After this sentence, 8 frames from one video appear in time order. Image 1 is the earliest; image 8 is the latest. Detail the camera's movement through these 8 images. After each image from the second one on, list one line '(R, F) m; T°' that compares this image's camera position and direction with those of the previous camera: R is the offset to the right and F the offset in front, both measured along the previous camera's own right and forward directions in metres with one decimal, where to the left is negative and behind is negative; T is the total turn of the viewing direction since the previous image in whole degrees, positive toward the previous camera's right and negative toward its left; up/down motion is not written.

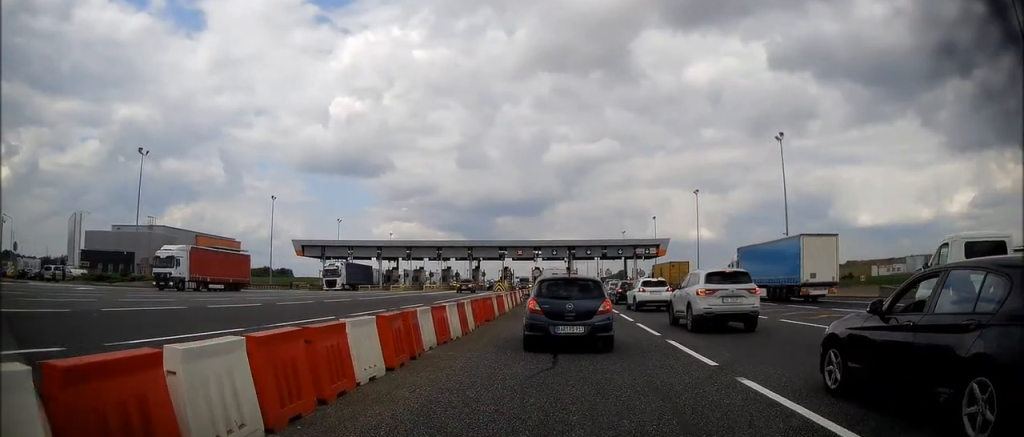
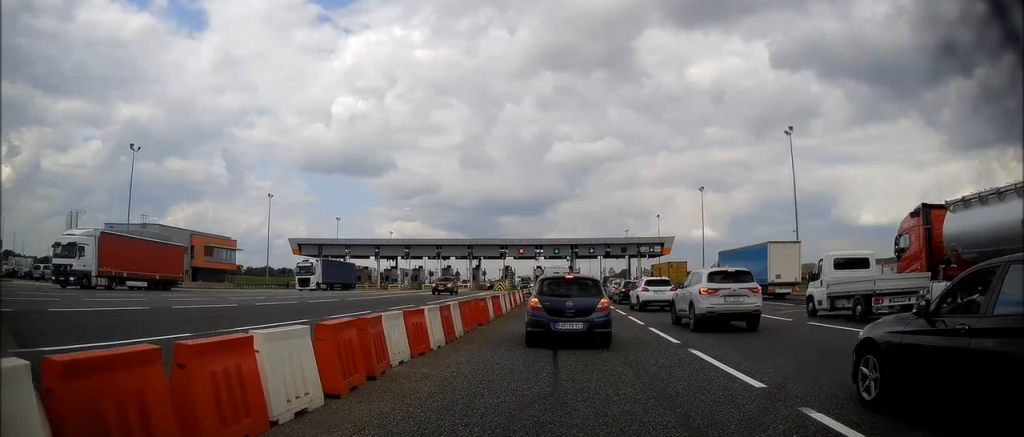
(0.0, +2.2) m; 0°
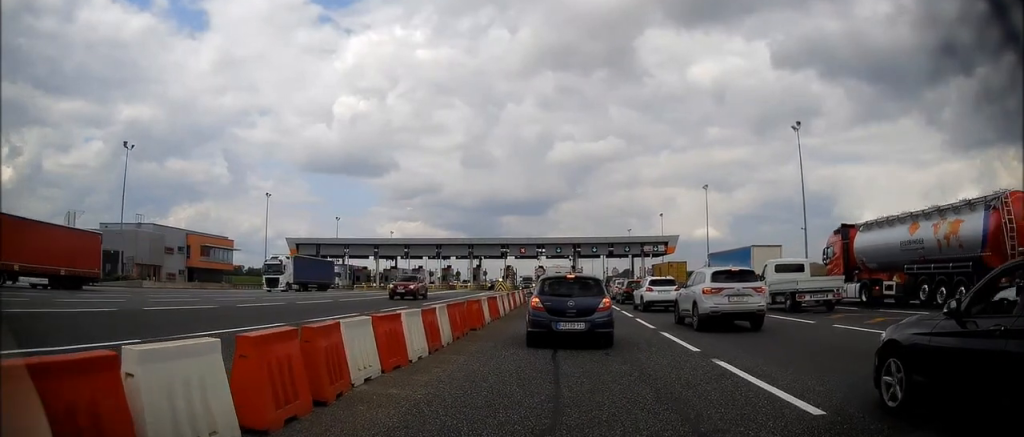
(0.0, +1.5) m; 0°
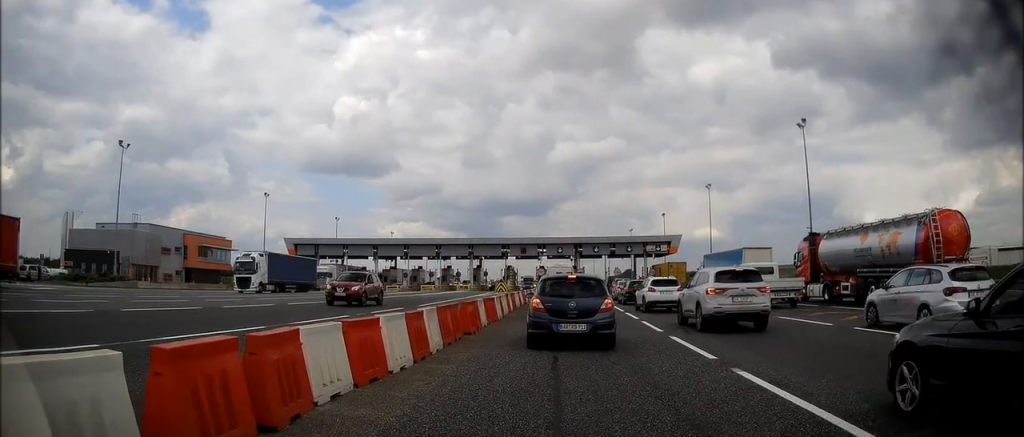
(0.0, +1.0) m; 0°
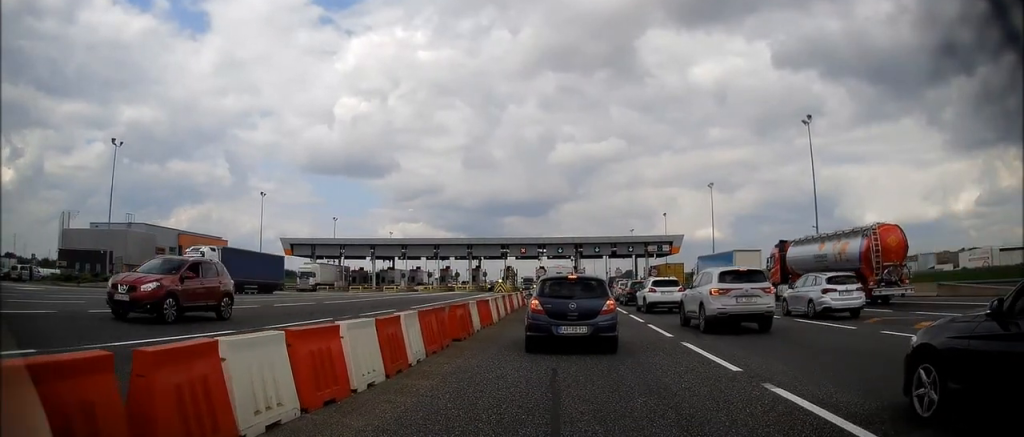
(0.0, +1.3) m; 0°
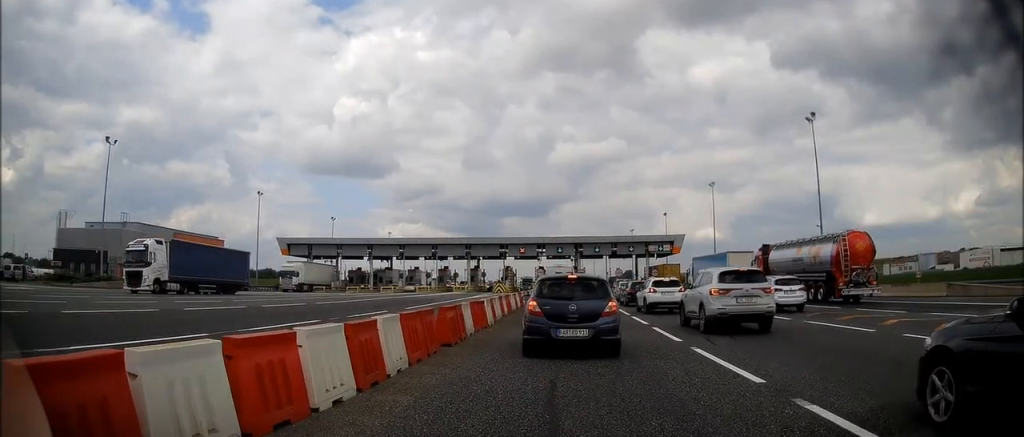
(0.0, +1.0) m; 0°
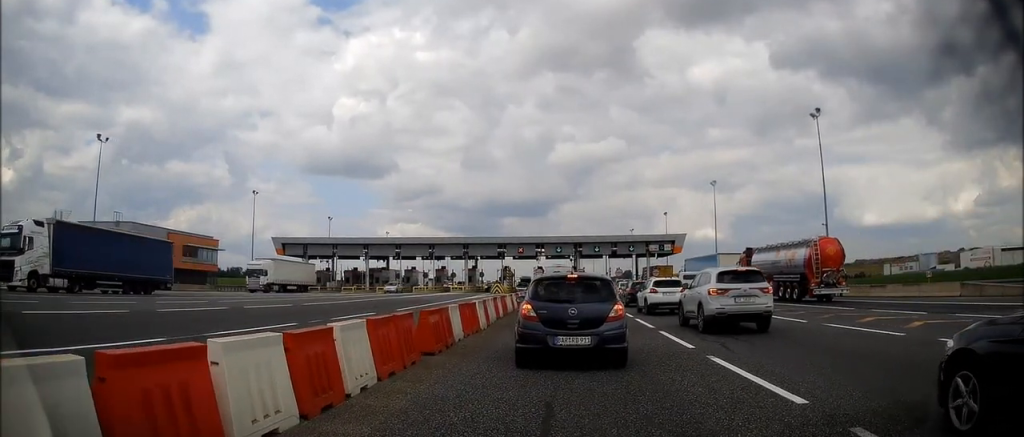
(0.0, +1.3) m; 0°
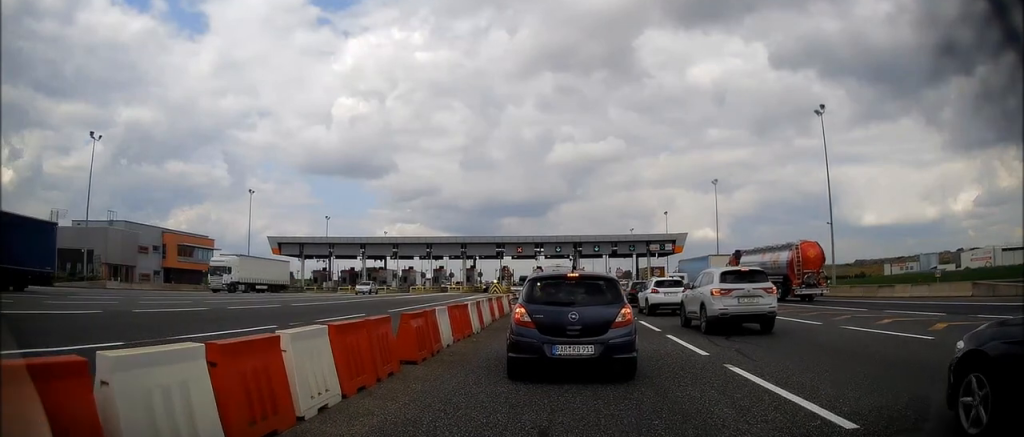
(0.0, +1.0) m; 0°
